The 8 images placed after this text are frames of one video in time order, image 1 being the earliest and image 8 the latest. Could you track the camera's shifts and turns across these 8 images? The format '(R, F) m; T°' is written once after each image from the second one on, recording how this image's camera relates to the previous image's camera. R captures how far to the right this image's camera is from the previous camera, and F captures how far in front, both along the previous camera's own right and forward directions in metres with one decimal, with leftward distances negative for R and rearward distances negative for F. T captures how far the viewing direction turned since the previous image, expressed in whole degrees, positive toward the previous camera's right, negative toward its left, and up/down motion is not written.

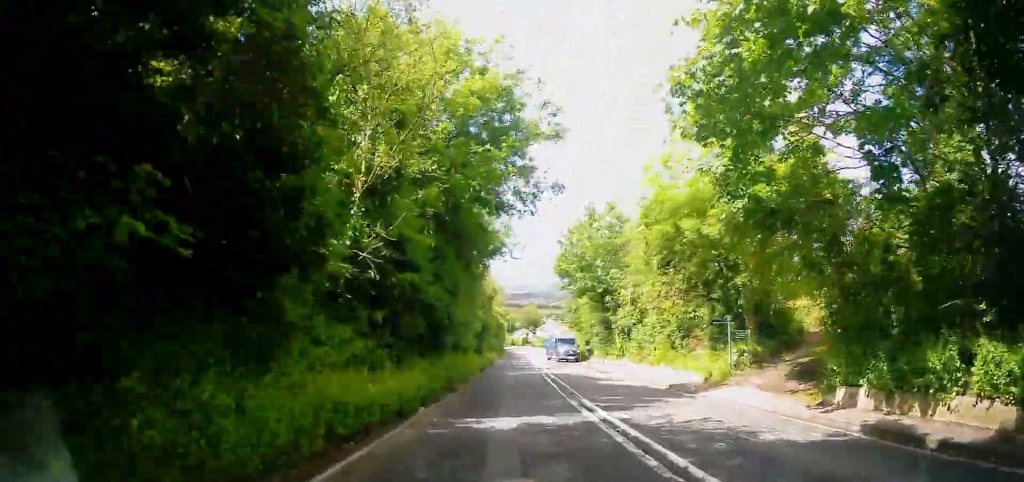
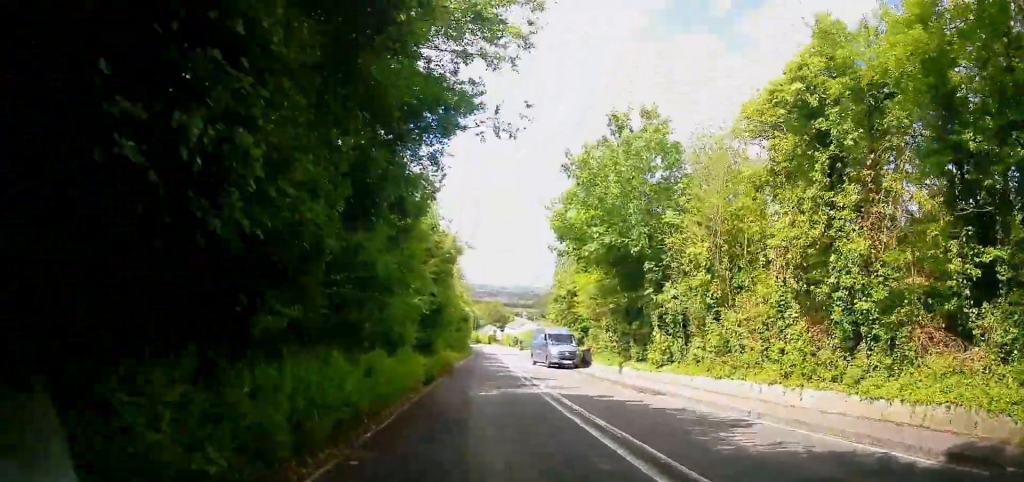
(-0.2, +14.8) m; -1°
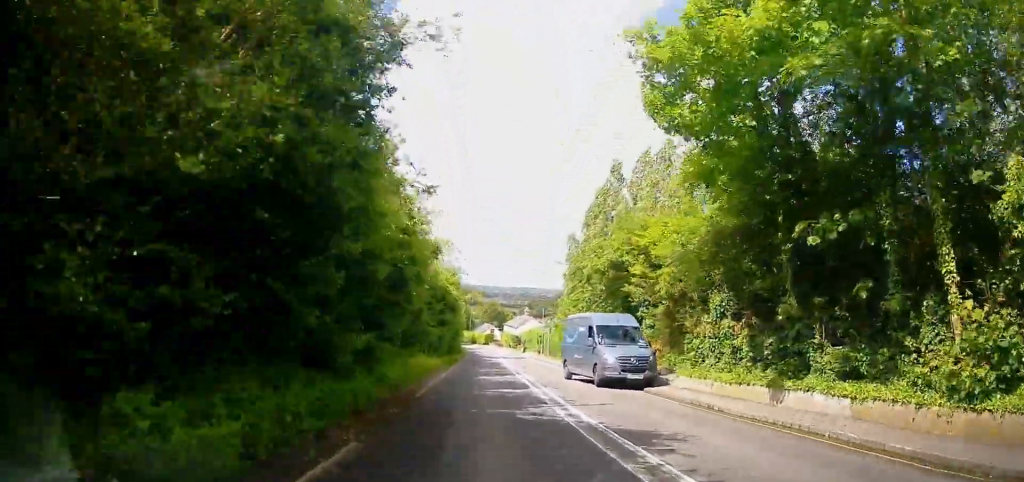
(+0.2, +15.3) m; +2°
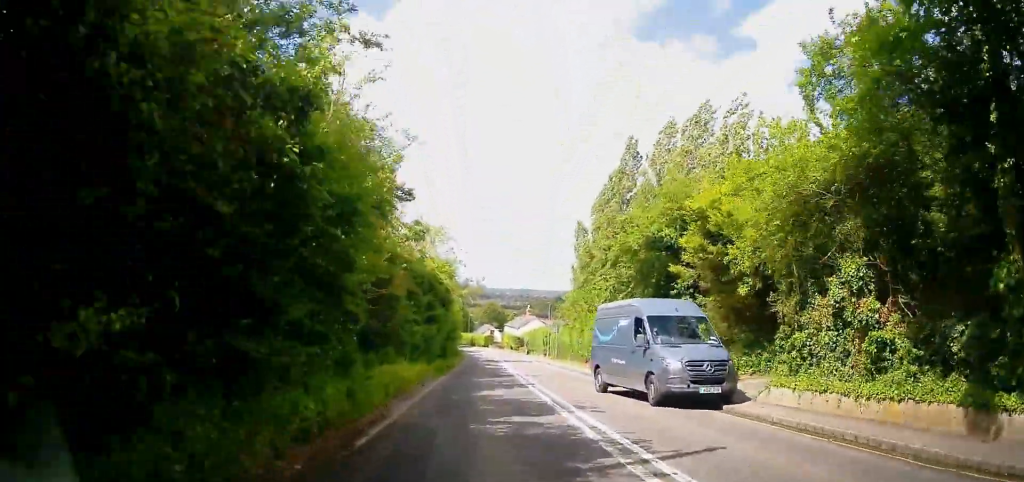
(0.0, +6.3) m; +1°
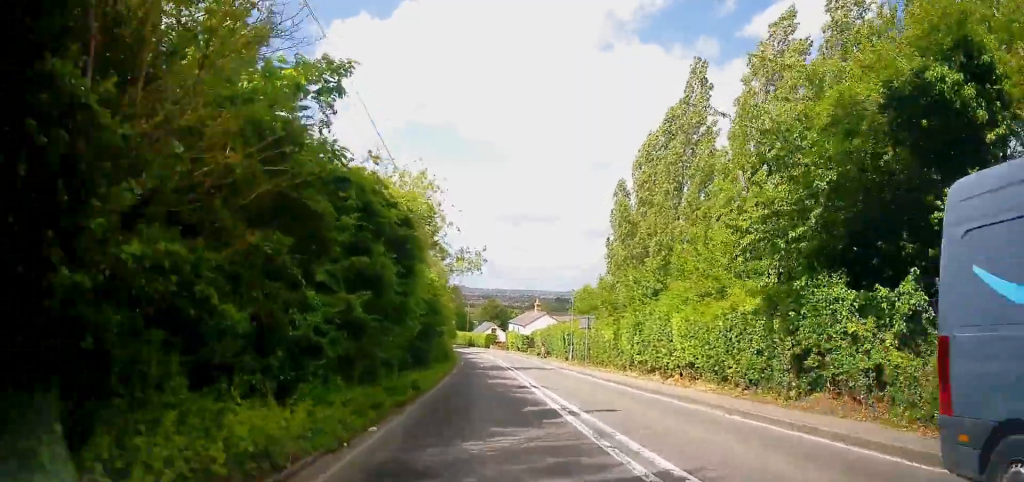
(+0.1, +14.3) m; +1°
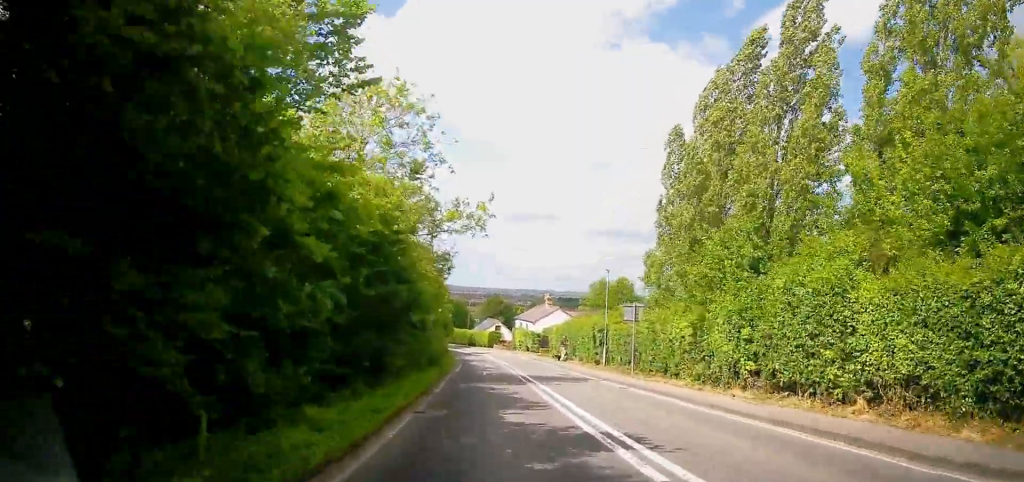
(0.0, +10.8) m; 0°
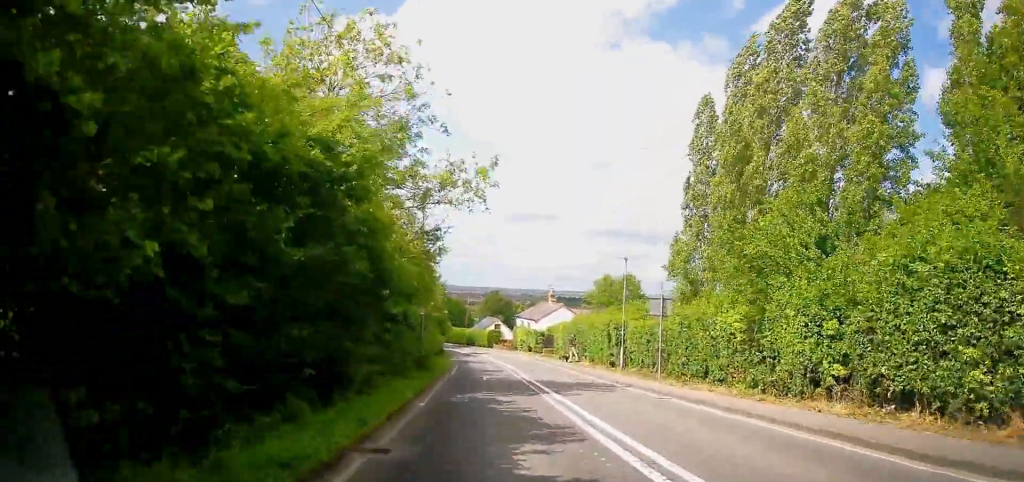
(0.0, +4.2) m; 0°
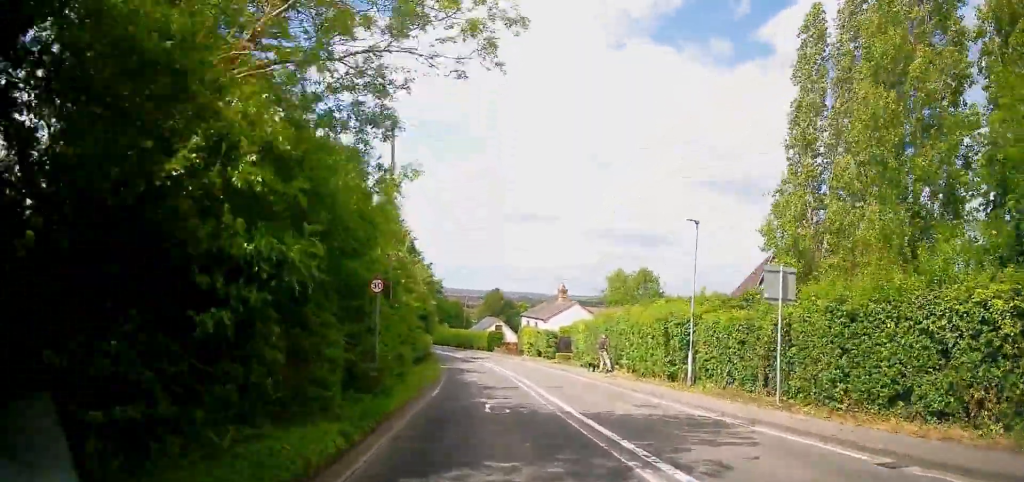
(0.0, +9.5) m; +1°
